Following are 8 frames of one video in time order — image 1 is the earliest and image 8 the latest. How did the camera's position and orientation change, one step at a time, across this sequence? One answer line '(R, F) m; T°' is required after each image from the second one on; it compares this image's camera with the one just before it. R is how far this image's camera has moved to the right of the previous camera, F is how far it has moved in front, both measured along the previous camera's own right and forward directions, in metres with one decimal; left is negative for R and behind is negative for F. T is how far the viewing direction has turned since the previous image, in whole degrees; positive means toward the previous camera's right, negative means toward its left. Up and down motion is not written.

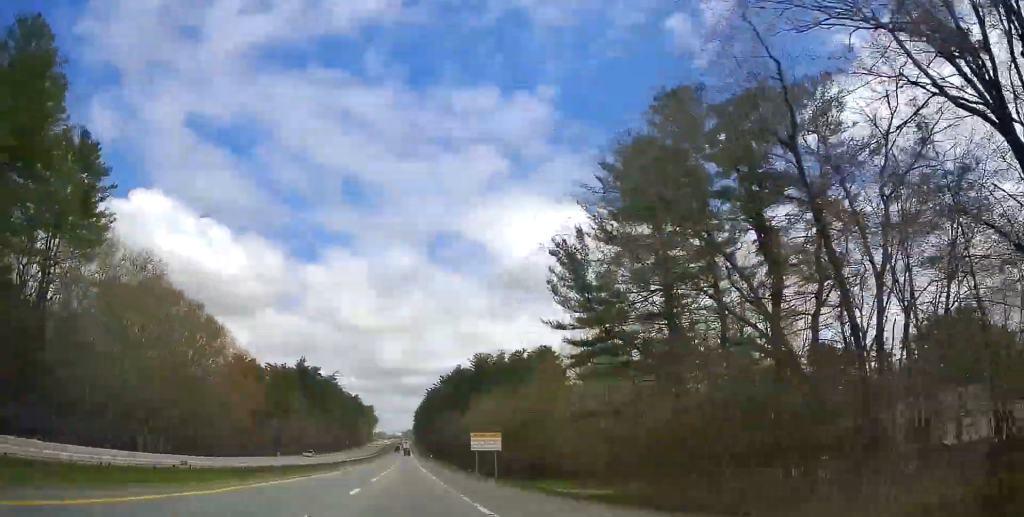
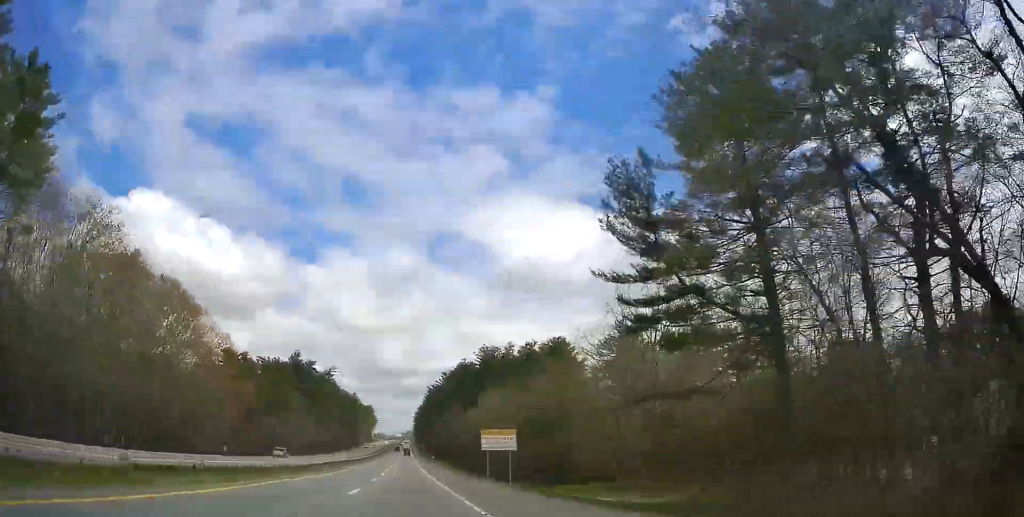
(+0.1, +12.7) m; -1°
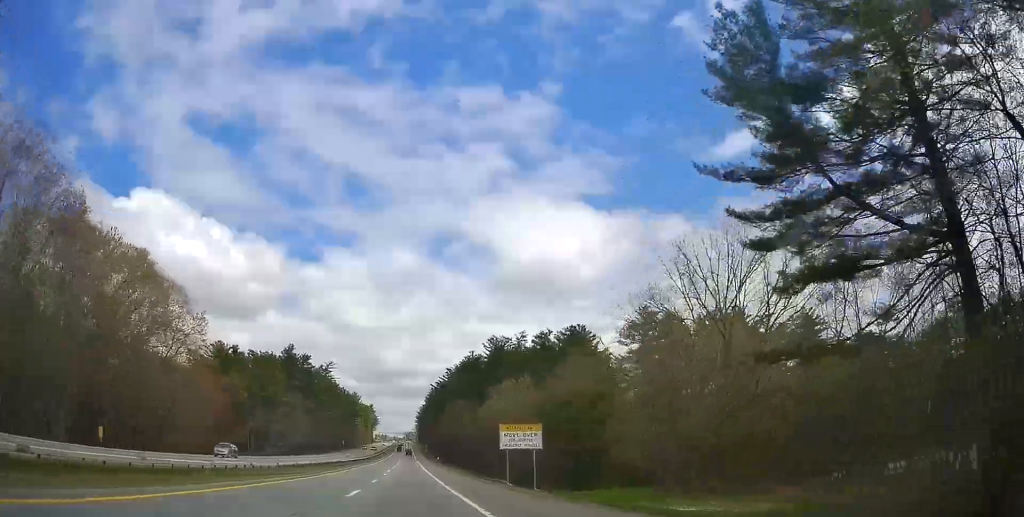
(+0.1, +13.2) m; -1°
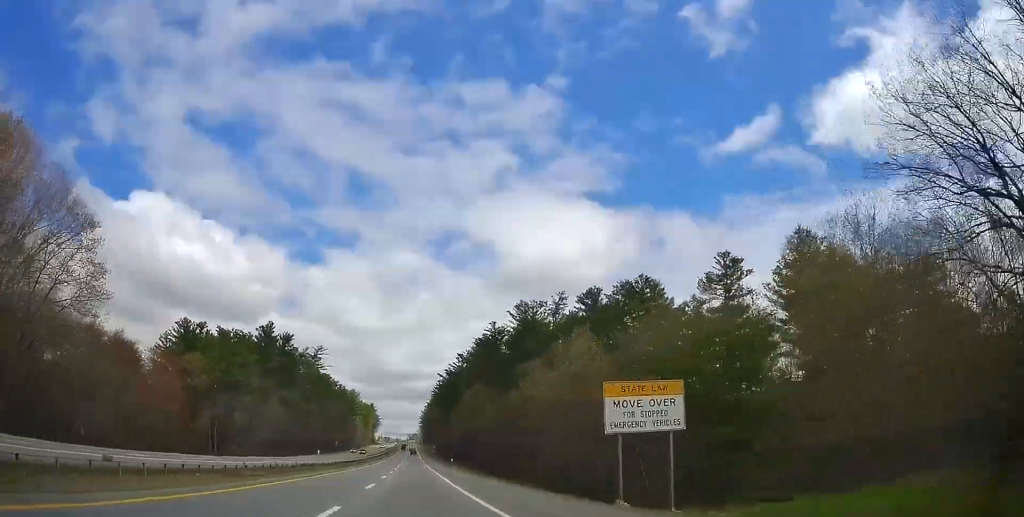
(-0.8, +32.4) m; -1°
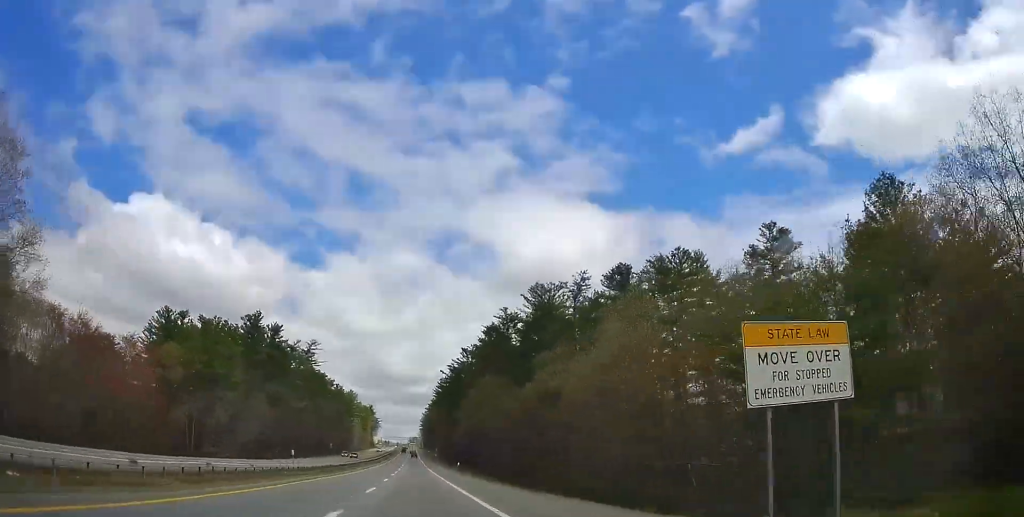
(0.0, +13.4) m; 0°
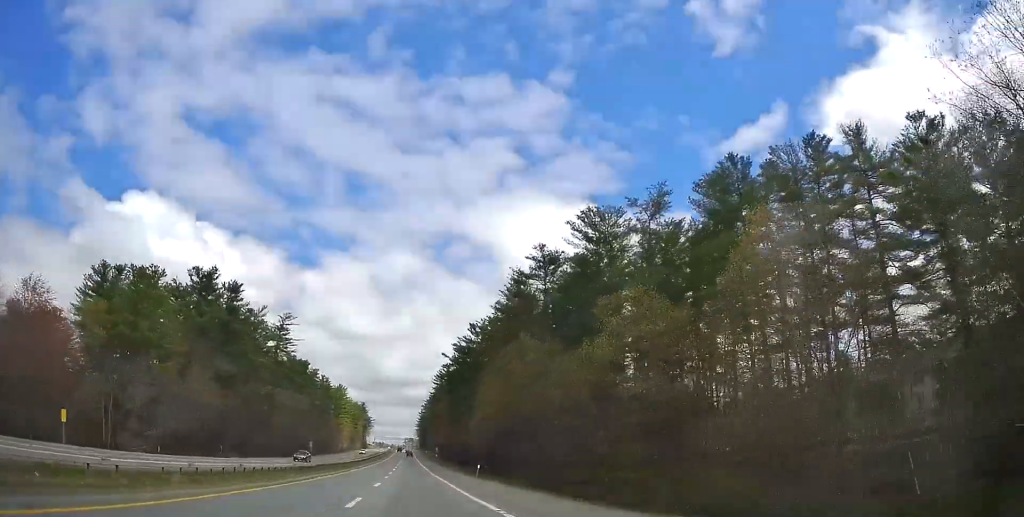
(0.0, +31.6) m; 0°
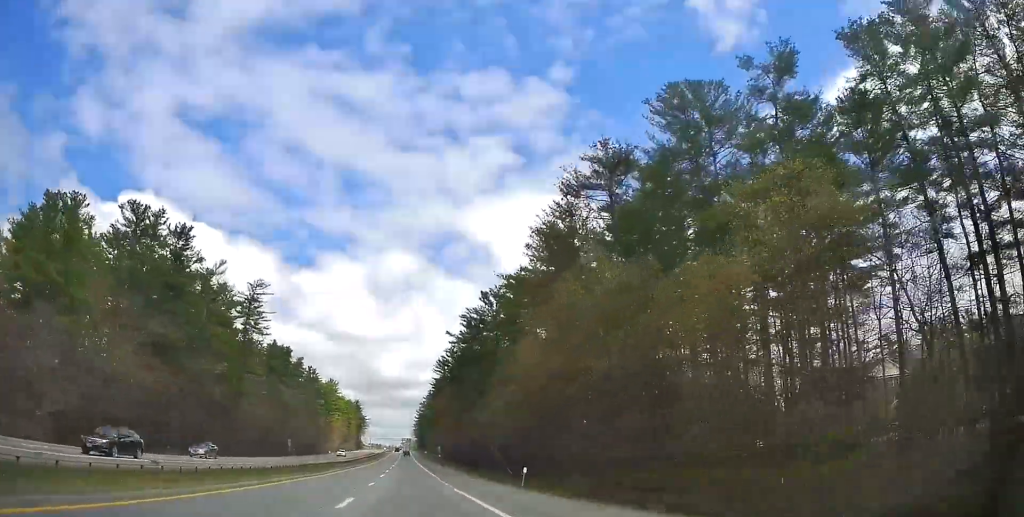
(0.0, +25.8) m; 0°
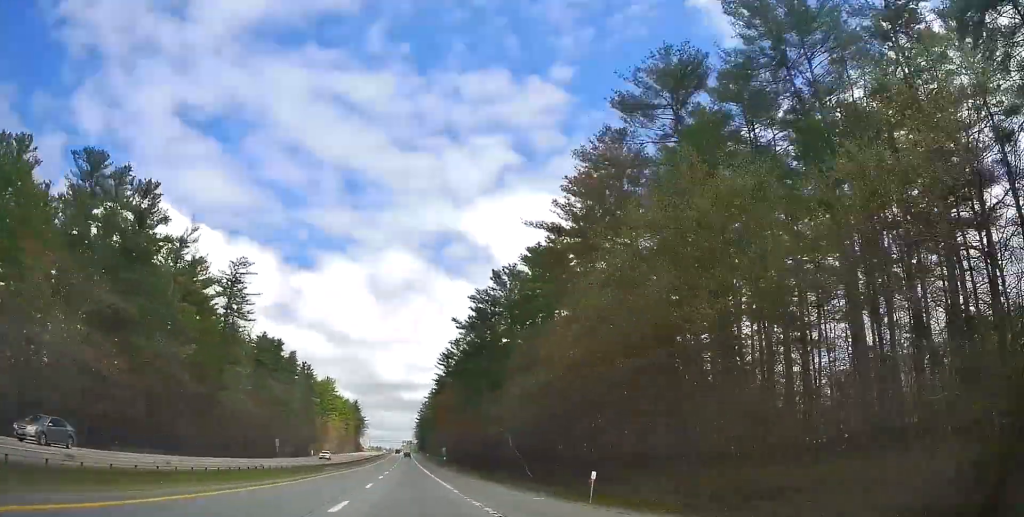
(0.0, +13.4) m; 0°
